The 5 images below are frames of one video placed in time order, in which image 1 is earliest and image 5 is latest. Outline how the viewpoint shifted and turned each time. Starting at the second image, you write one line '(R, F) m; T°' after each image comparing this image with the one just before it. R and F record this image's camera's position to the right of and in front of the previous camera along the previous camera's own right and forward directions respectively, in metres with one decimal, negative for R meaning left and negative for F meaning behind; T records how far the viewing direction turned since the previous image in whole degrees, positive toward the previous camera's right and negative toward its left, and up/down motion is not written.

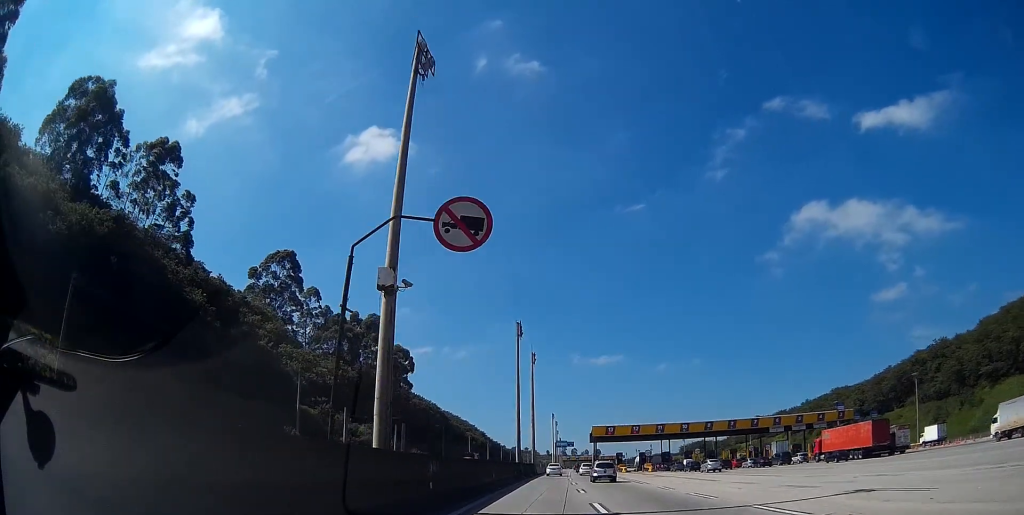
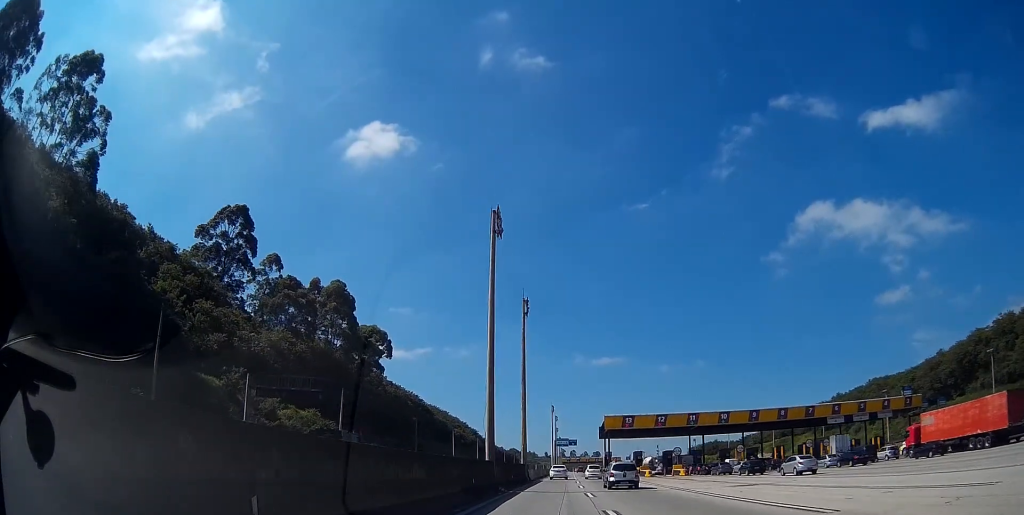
(0.0, +28.2) m; 0°
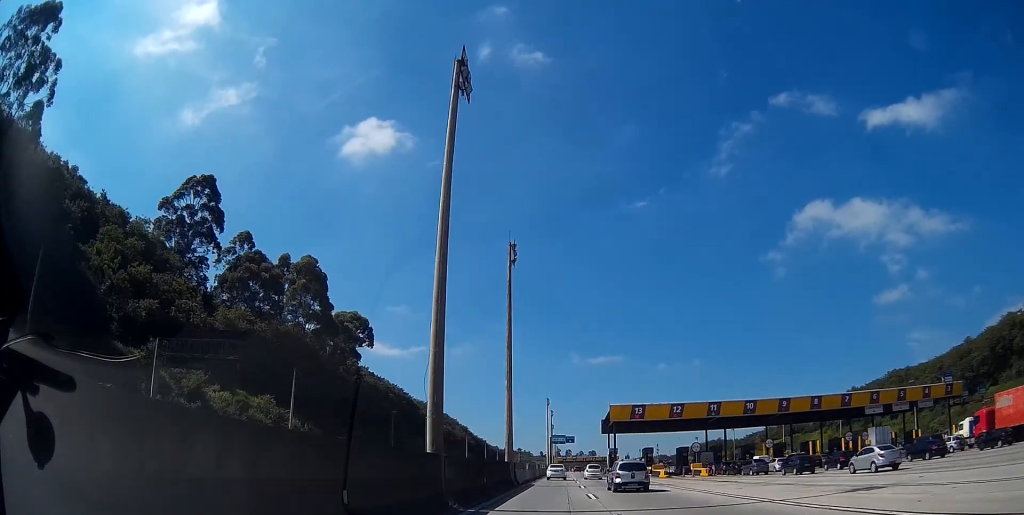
(+0.1, +14.4) m; 0°
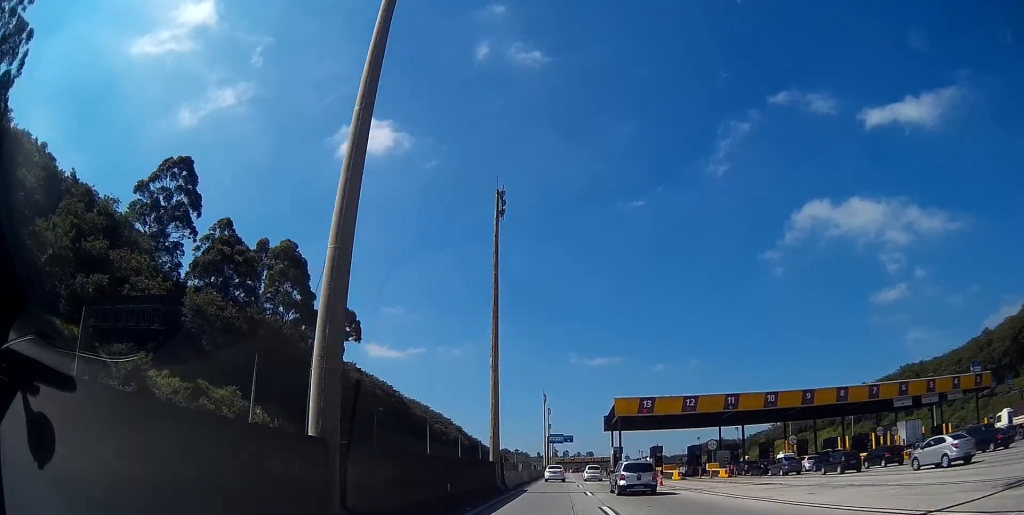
(0.0, +8.5) m; 0°
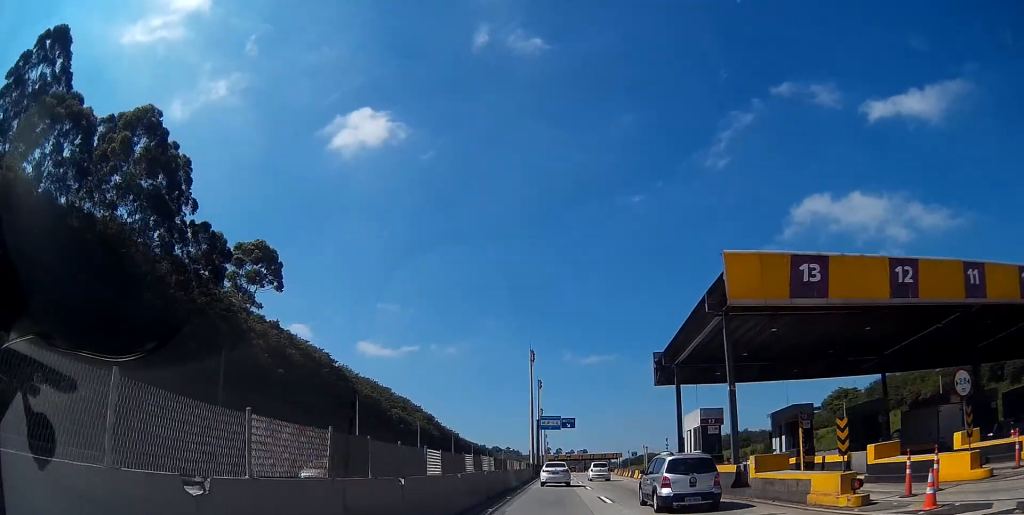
(-0.4, +43.6) m; 0°
